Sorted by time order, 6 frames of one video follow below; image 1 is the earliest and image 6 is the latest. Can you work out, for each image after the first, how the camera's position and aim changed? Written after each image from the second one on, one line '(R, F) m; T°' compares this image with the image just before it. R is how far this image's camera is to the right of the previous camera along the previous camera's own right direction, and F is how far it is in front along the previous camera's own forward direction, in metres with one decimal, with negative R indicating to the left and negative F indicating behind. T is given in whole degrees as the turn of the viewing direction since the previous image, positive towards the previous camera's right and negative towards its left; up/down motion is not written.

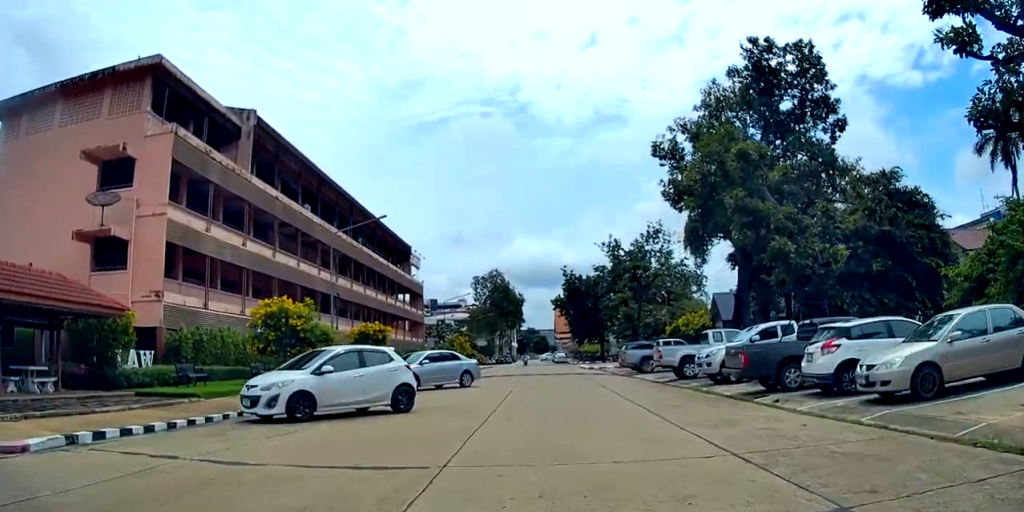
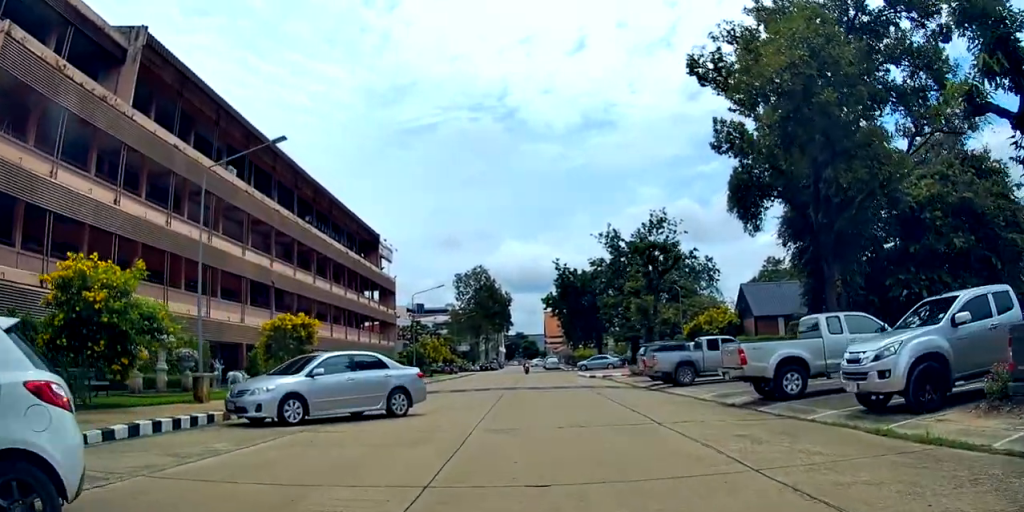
(-0.2, +8.5) m; +9°
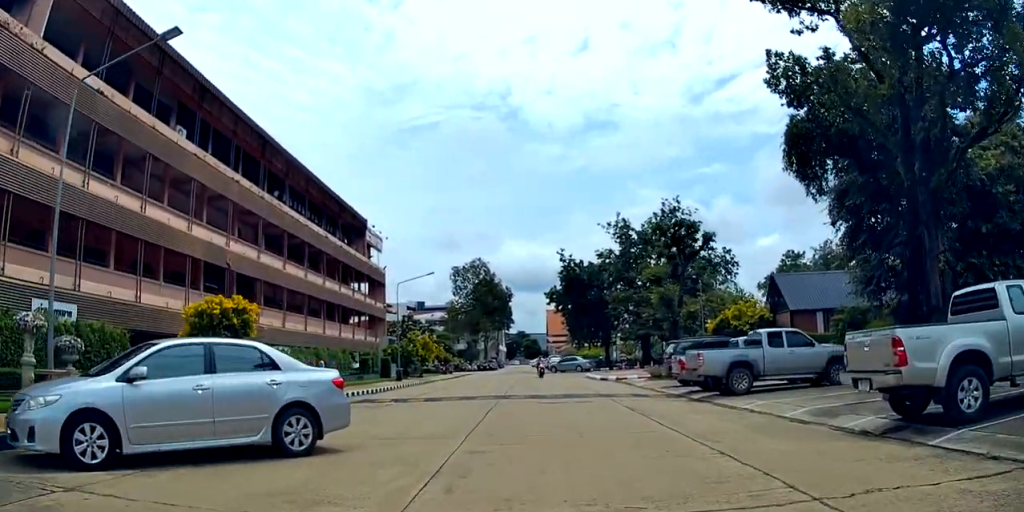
(+0.3, +5.5) m; +3°
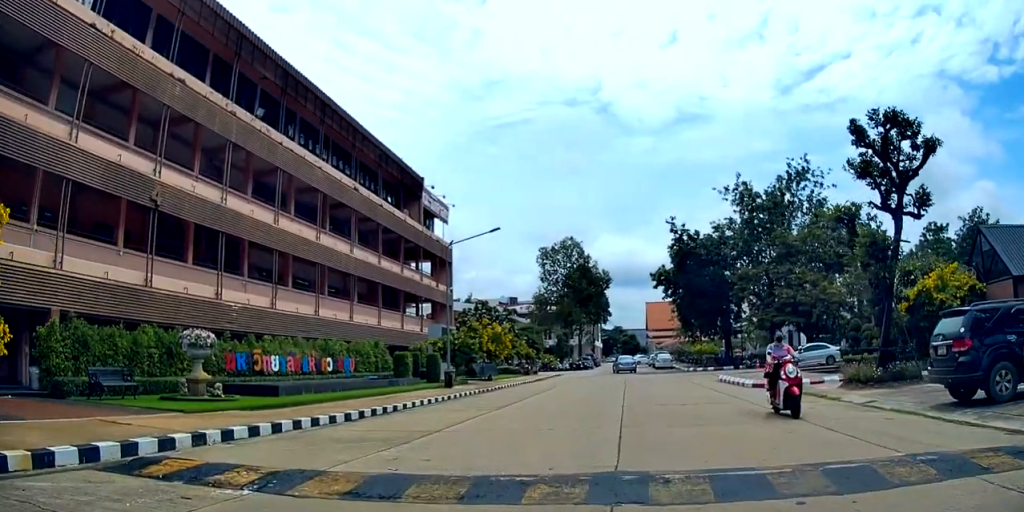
(-1.3, +12.1) m; -12°
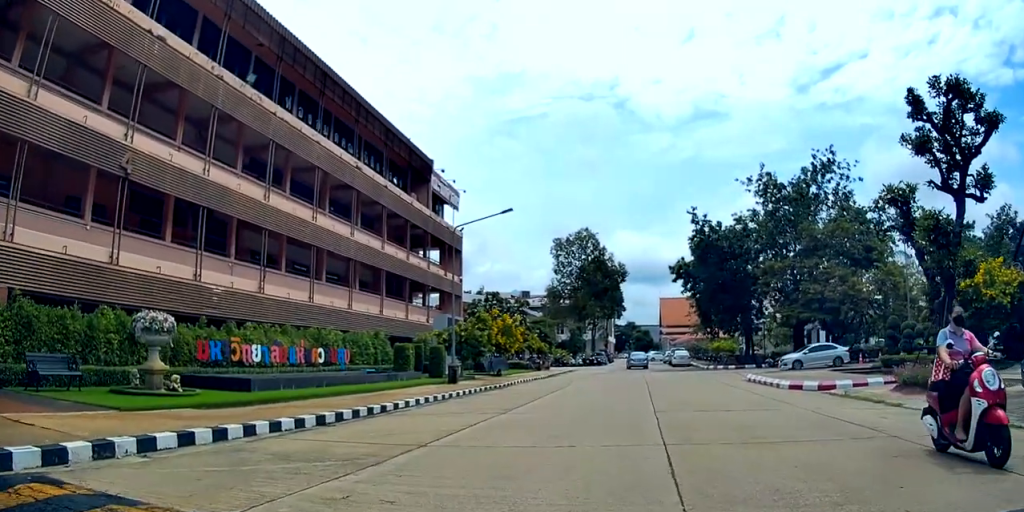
(-0.1, +2.5) m; +1°
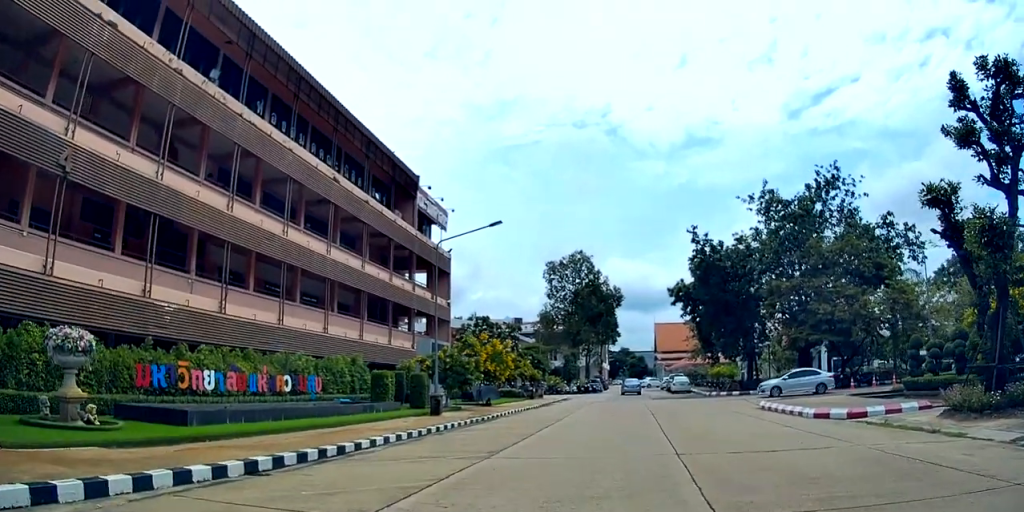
(+0.2, +2.9) m; +4°
